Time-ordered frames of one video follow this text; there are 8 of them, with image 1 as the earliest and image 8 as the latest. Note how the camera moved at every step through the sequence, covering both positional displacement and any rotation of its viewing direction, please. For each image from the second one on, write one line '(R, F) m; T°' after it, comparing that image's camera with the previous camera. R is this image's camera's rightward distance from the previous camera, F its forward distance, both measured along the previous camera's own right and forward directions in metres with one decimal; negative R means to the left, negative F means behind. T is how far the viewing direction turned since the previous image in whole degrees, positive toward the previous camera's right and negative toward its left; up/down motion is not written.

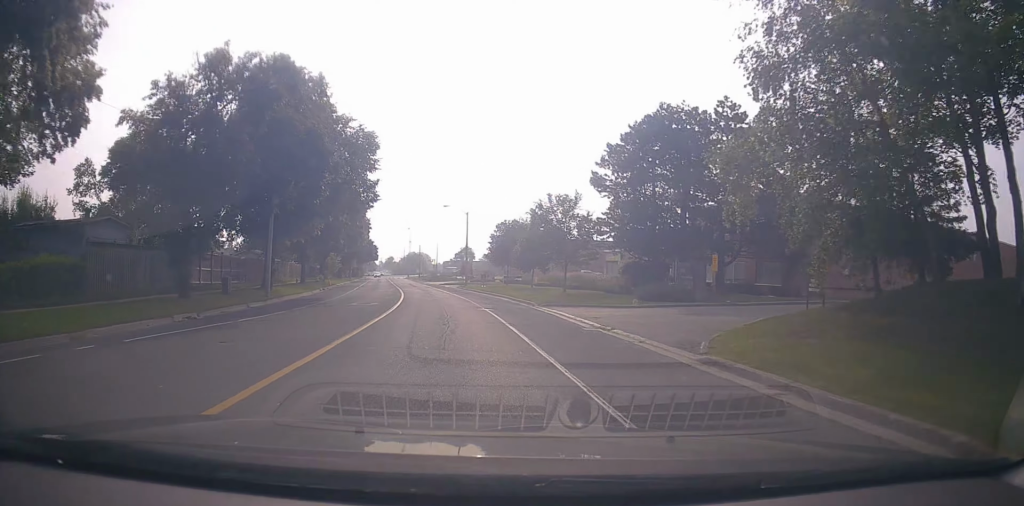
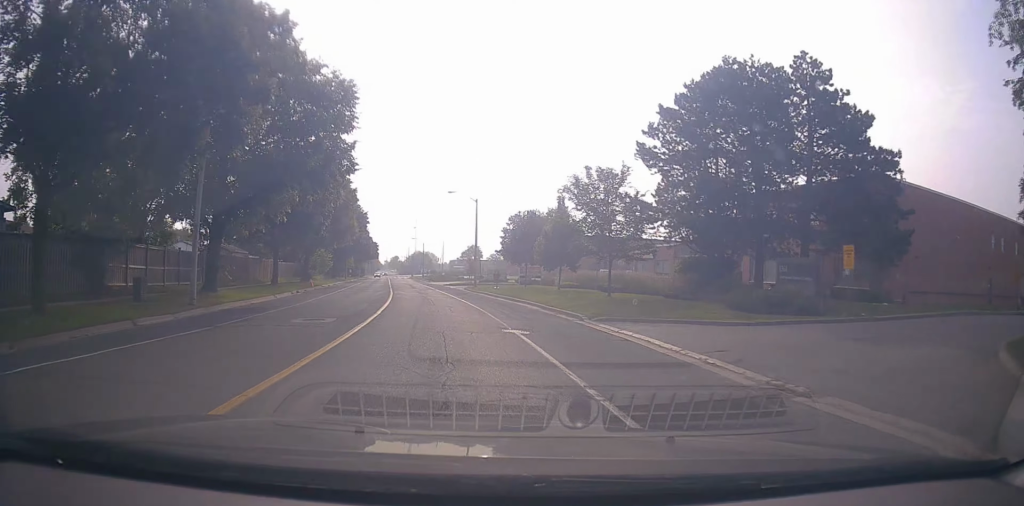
(+0.5, +9.6) m; 0°
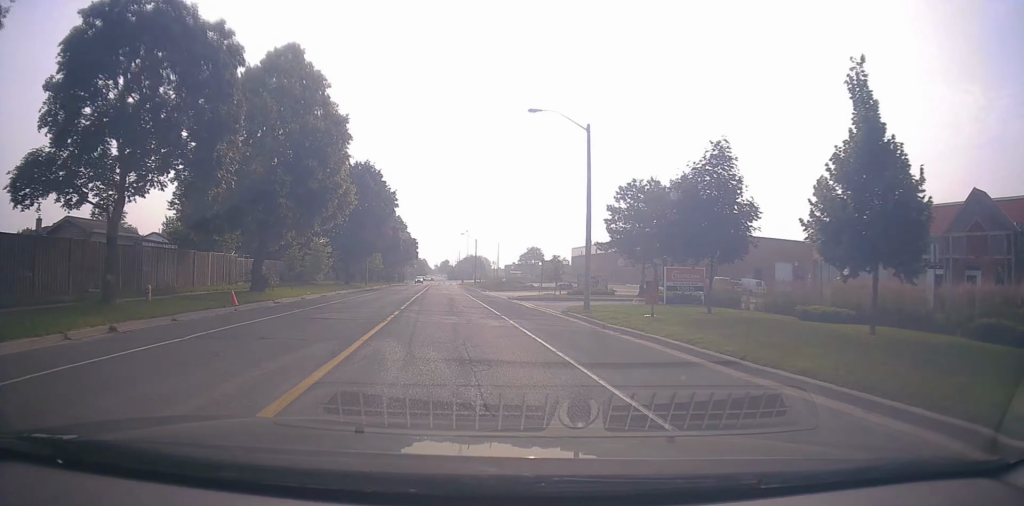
(-0.8, +25.9) m; -3°
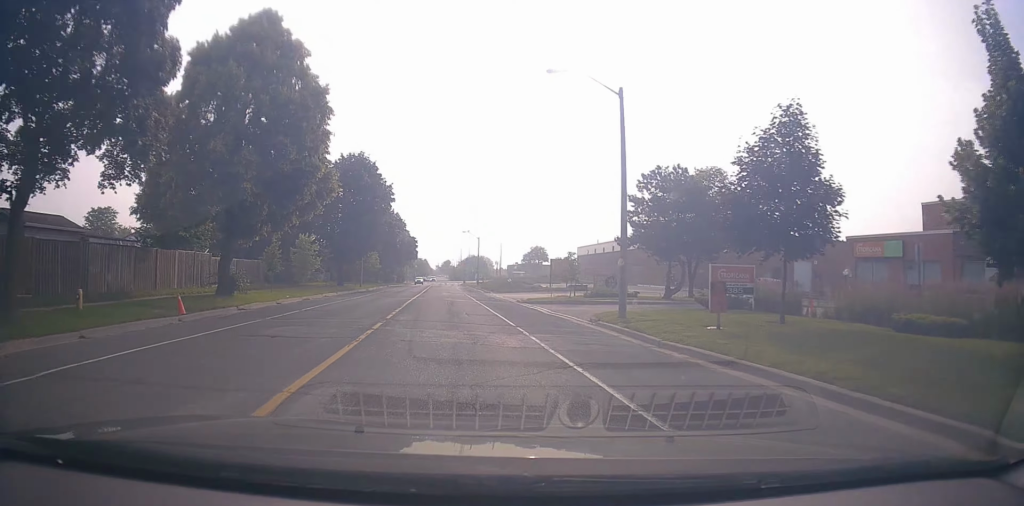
(0.0, +4.8) m; -1°
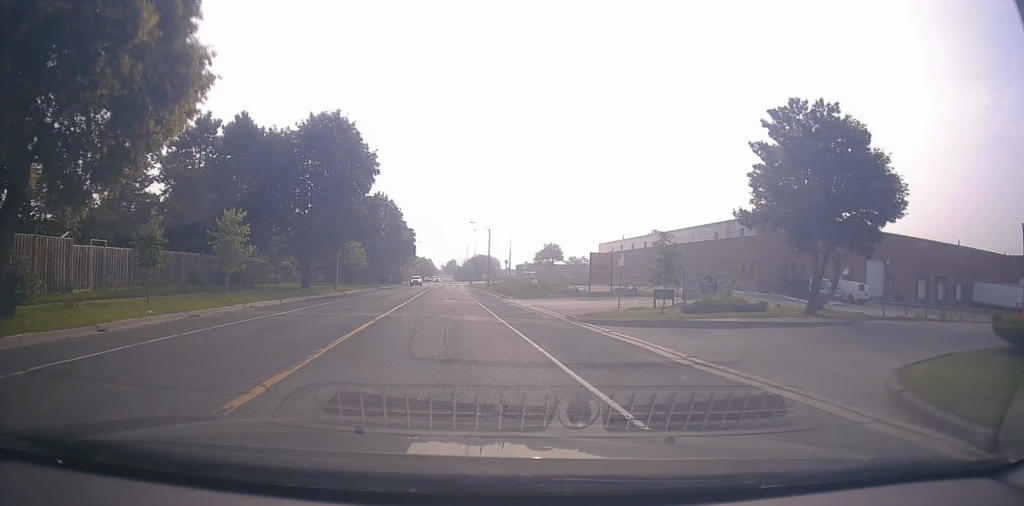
(-0.9, +15.1) m; -3°
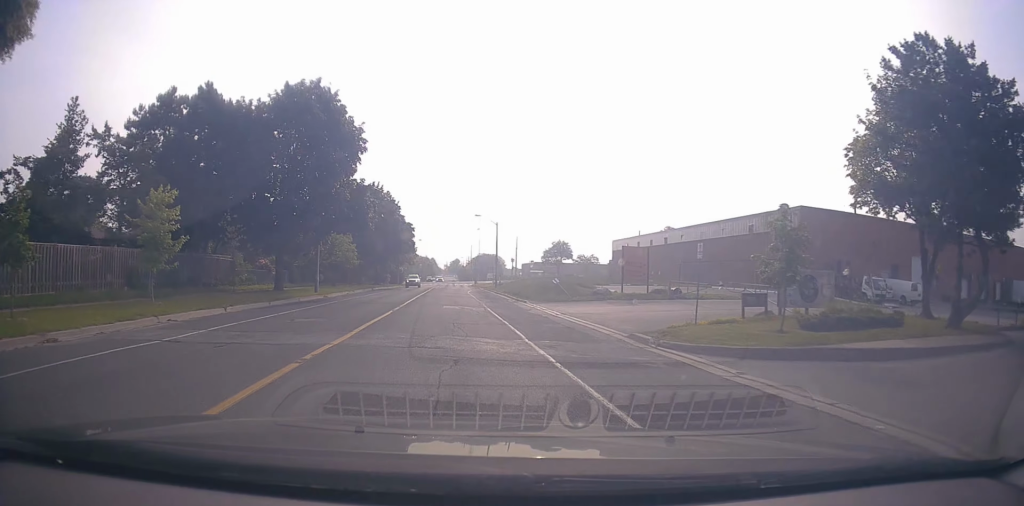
(-0.2, +7.5) m; +1°
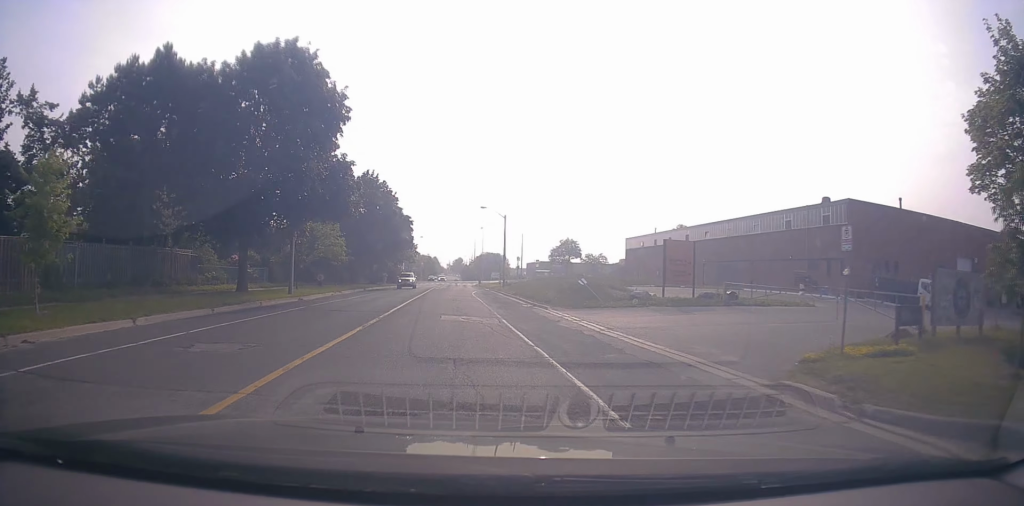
(+0.5, +6.6) m; +1°
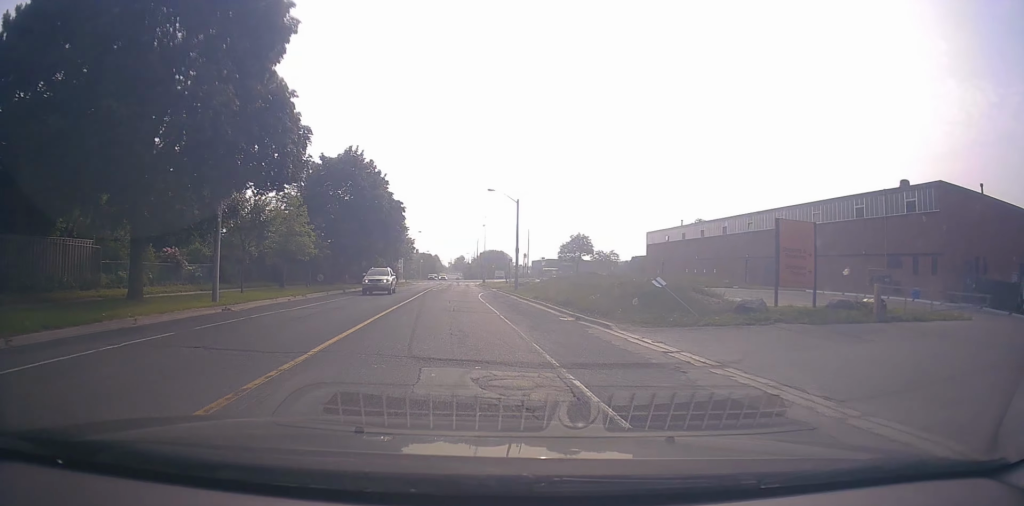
(0.0, +10.5) m; -2°
